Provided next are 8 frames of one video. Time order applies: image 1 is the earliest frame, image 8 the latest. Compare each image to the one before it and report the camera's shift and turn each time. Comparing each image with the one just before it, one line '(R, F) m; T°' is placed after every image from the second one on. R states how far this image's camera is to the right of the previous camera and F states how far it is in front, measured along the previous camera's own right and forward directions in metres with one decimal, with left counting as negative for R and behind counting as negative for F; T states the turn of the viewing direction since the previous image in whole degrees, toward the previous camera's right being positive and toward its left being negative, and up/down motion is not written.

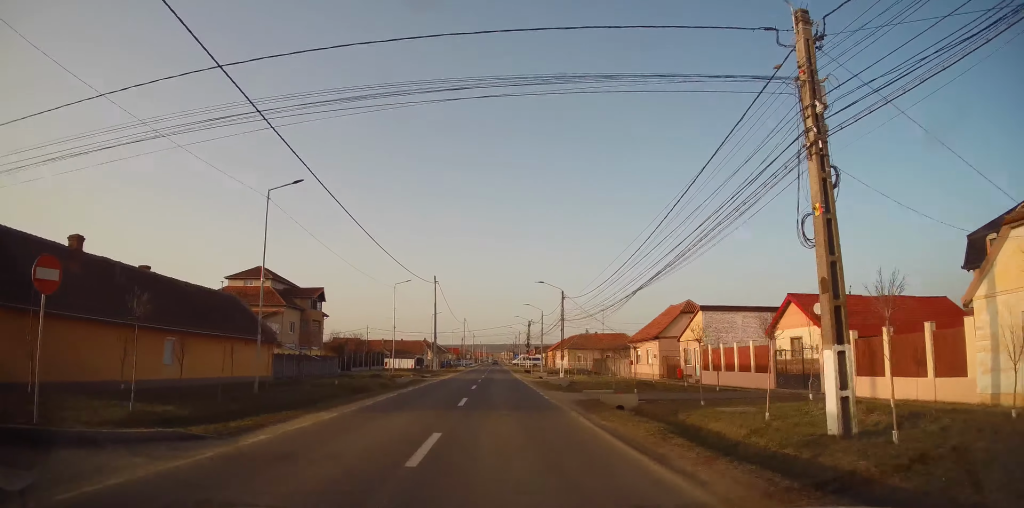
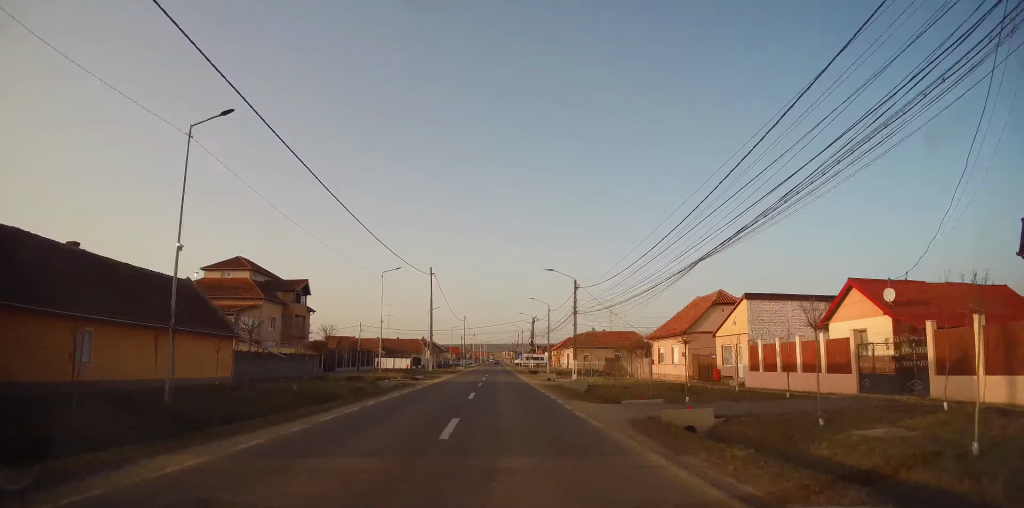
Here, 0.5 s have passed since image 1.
(+0.1, +6.4) m; 0°
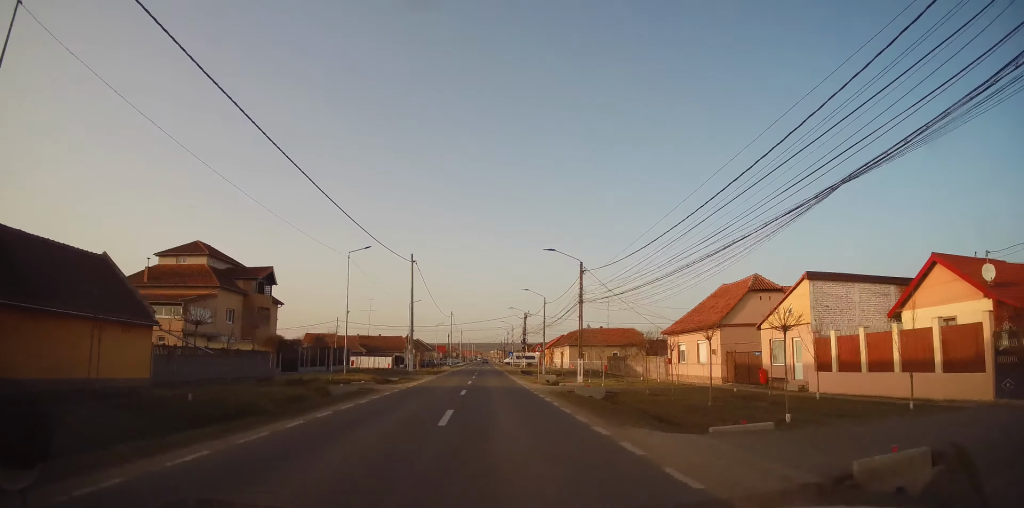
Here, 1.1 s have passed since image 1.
(-0.3, +7.3) m; 0°
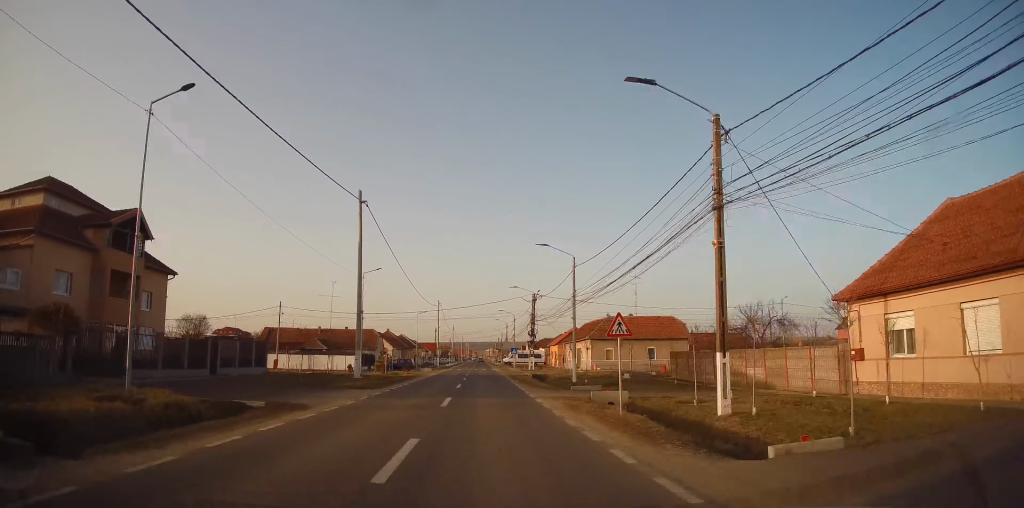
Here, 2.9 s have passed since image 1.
(+0.6, +21.8) m; +2°
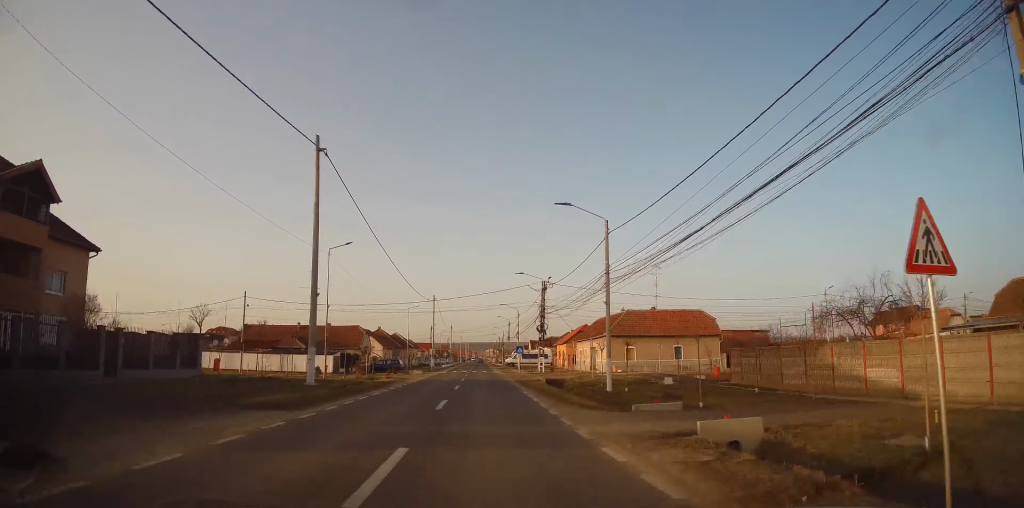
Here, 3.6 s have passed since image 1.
(0.0, +9.4) m; 0°
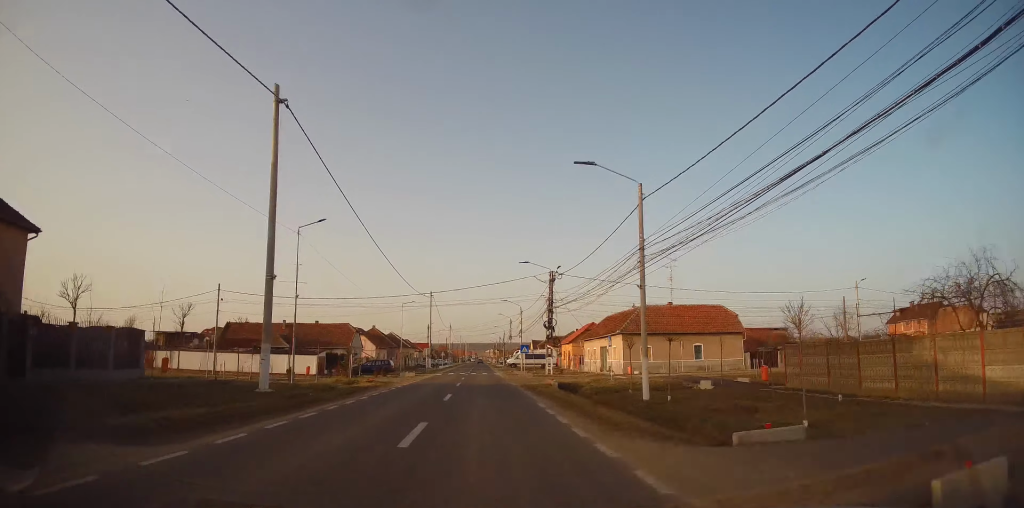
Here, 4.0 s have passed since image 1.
(+0.1, +5.7) m; -1°
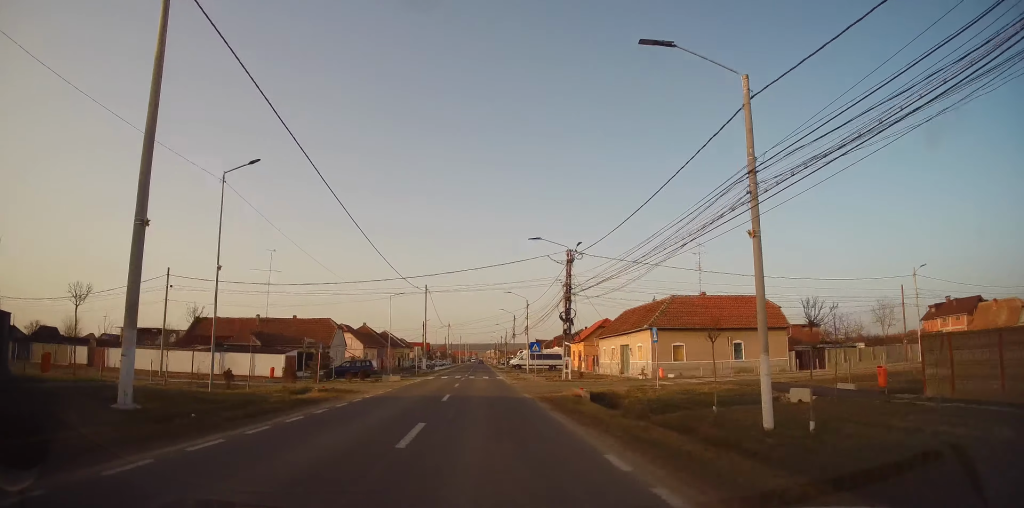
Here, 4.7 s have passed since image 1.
(0.0, +8.7) m; -1°
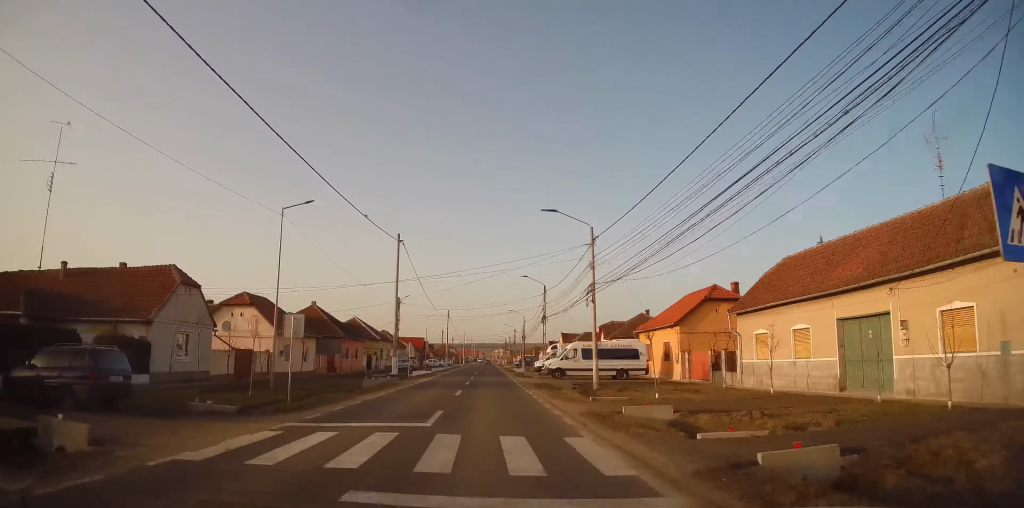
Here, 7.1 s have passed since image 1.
(+0.3, +32.3) m; 0°
